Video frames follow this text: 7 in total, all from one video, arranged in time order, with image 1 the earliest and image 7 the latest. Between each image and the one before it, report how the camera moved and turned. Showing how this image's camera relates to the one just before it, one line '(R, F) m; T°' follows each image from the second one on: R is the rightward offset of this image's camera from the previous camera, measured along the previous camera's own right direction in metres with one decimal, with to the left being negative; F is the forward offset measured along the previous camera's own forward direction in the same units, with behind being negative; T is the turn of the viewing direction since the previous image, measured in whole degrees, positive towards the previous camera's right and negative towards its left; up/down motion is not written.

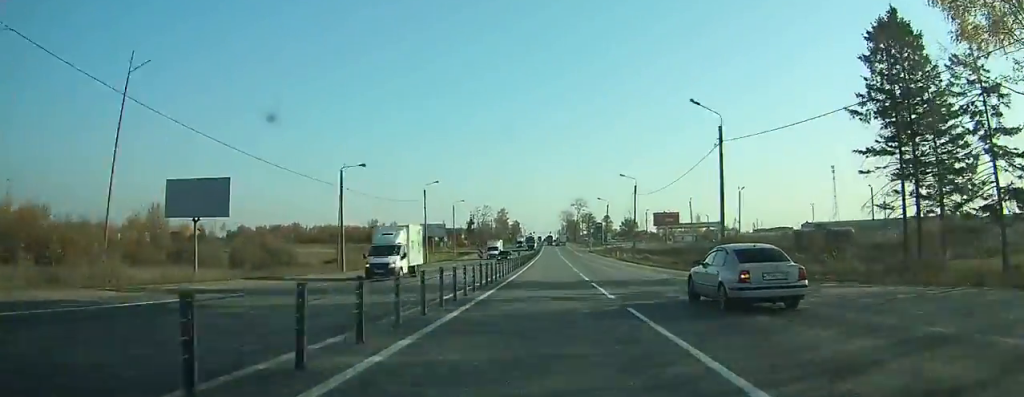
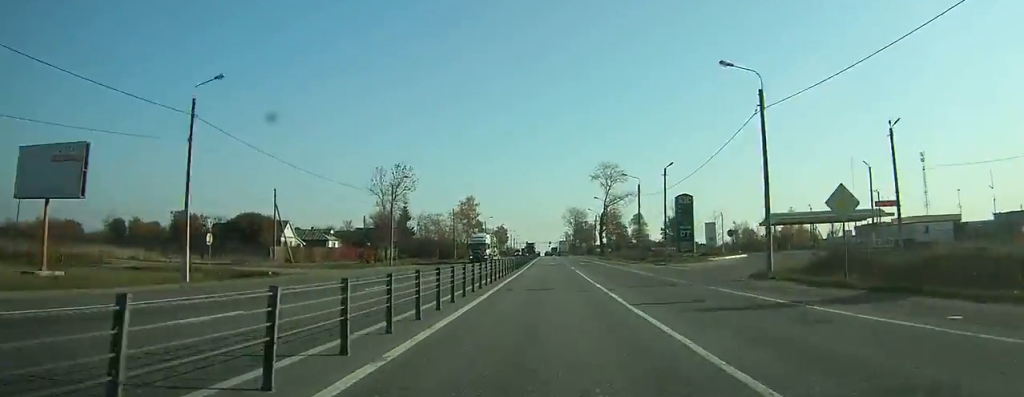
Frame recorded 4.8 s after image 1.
(+0.1, +111.1) m; 0°
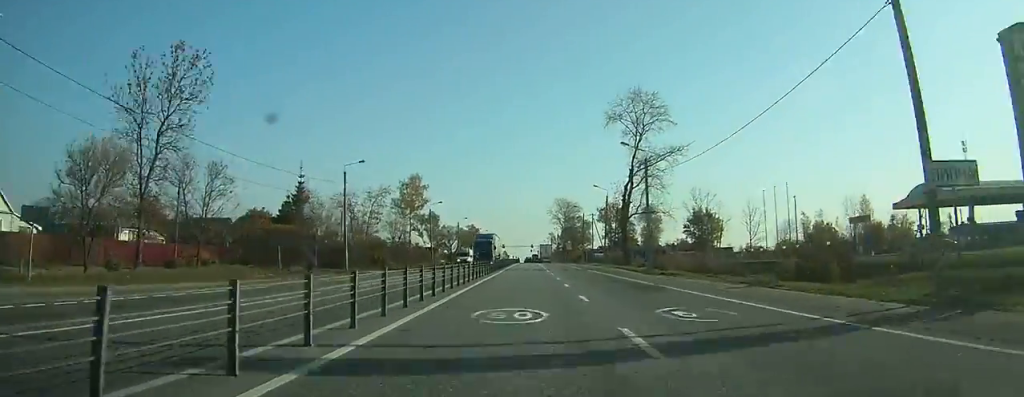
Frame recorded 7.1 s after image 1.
(+0.2, +54.0) m; +1°
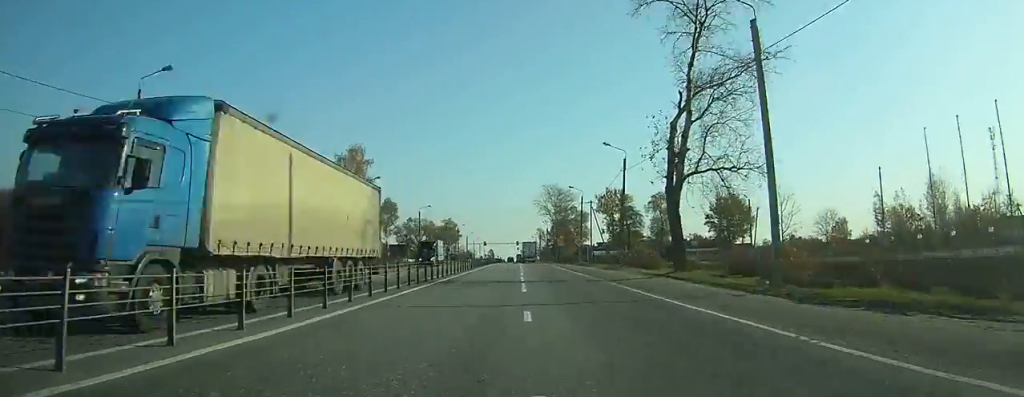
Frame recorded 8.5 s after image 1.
(+0.2, +30.8) m; 0°
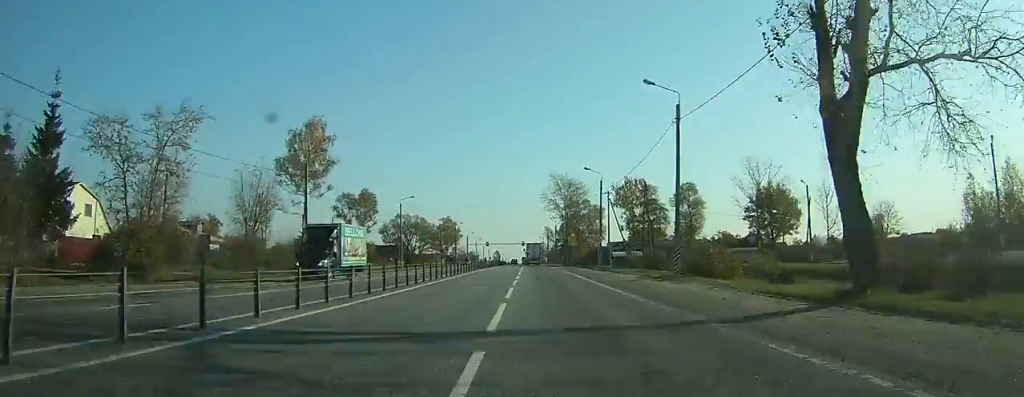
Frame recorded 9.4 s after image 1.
(+0.2, +18.7) m; 0°
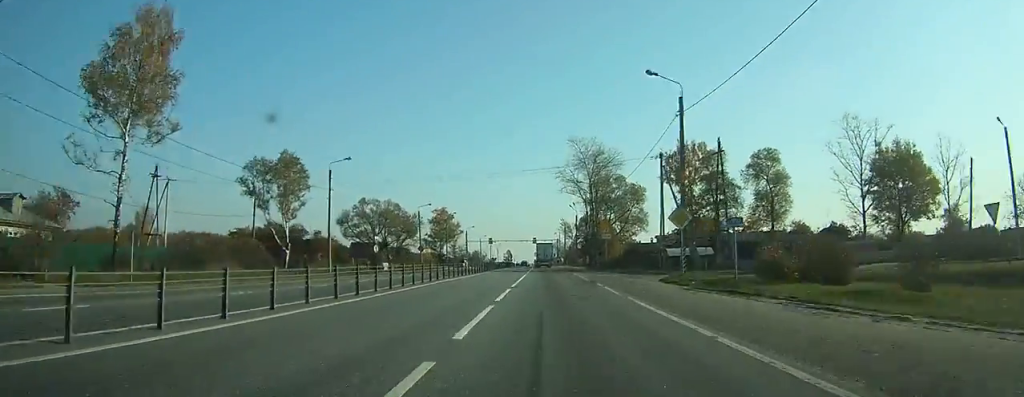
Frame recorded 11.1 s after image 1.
(-0.2, +32.6) m; -1°
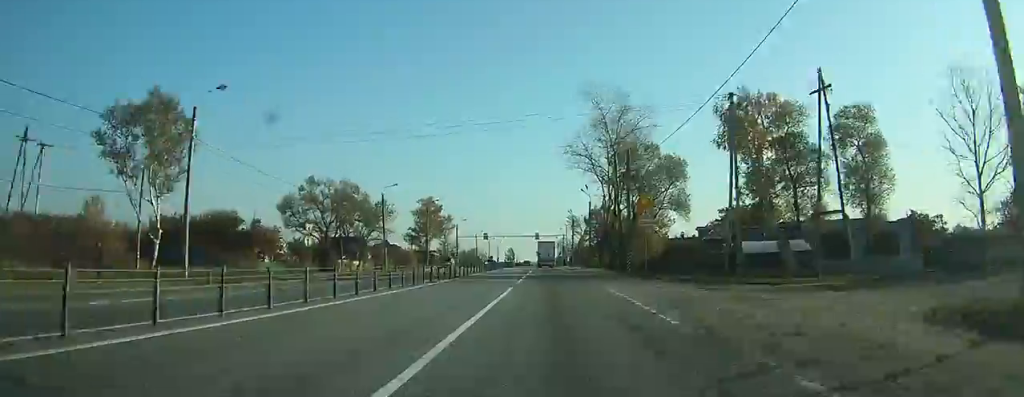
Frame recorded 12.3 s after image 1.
(-0.1, +21.2) m; -1°
